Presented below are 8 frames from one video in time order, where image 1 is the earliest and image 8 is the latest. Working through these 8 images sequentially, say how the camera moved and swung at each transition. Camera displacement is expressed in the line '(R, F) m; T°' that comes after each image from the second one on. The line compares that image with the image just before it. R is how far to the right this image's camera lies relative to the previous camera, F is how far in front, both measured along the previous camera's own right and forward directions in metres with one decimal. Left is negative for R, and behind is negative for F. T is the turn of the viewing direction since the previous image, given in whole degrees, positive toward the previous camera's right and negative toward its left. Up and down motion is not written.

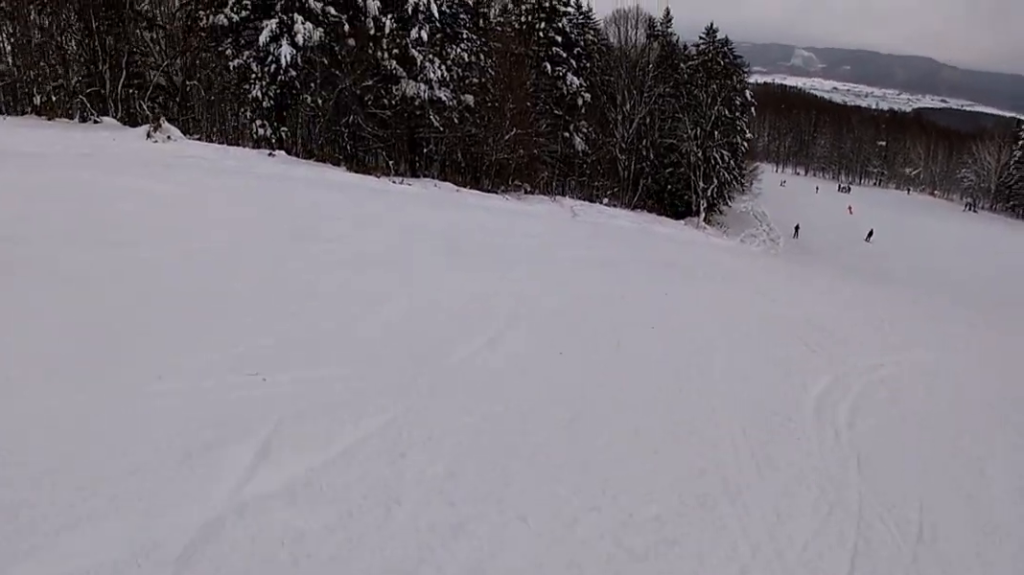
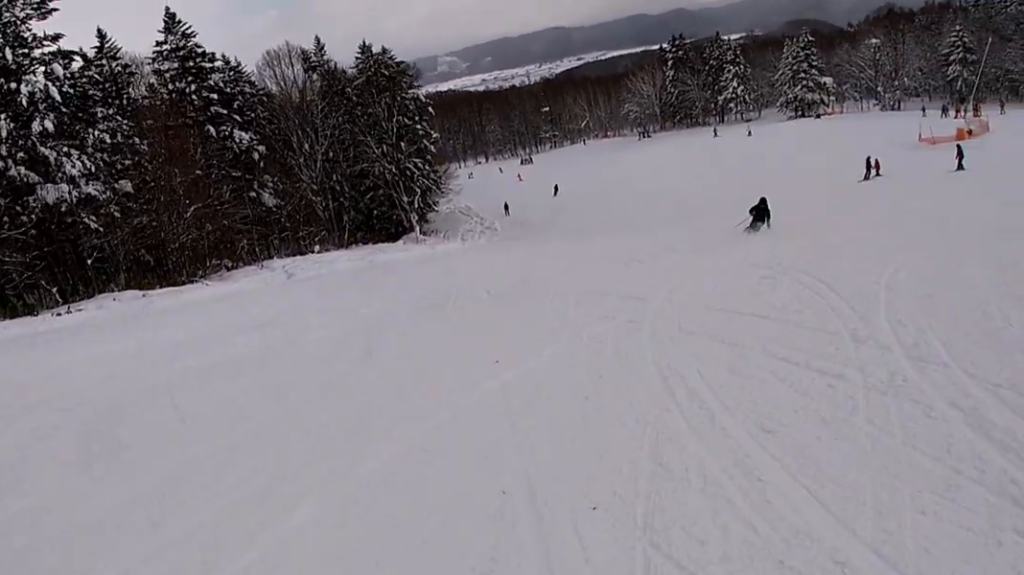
(+0.8, +5.7) m; +21°
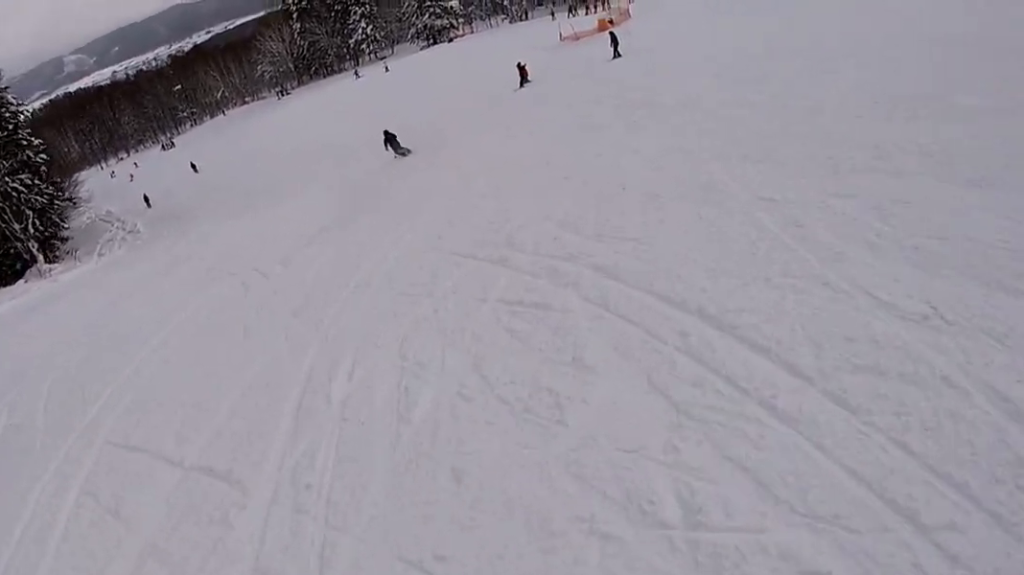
(+1.5, +5.8) m; +19°
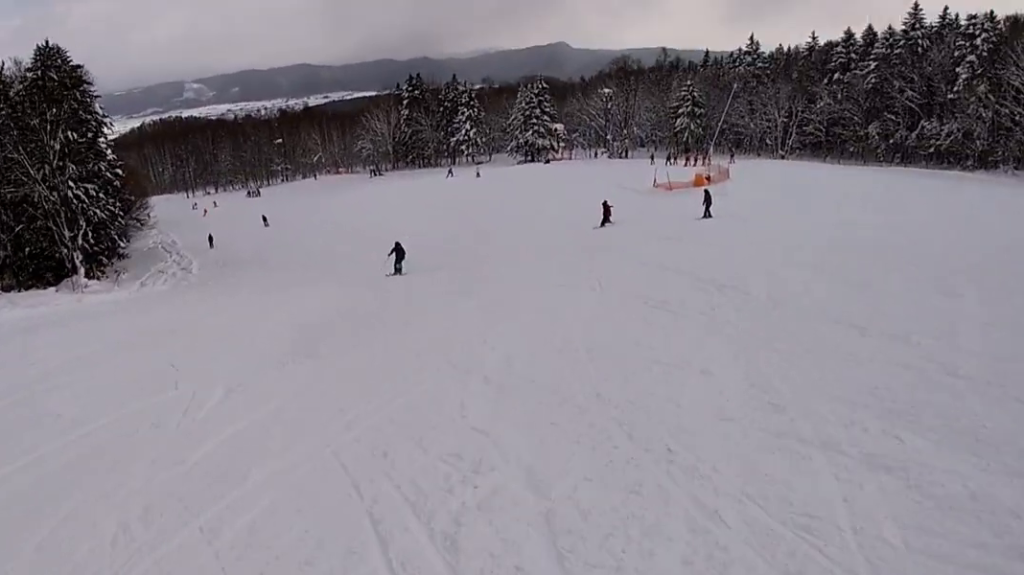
(+0.2, +2.5) m; +1°
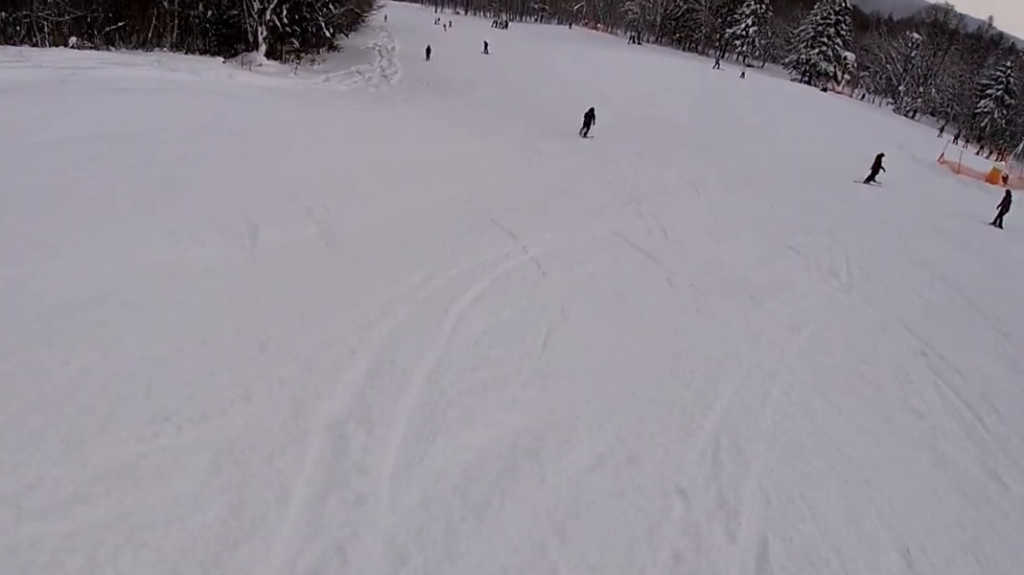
(+0.4, +4.9) m; -12°
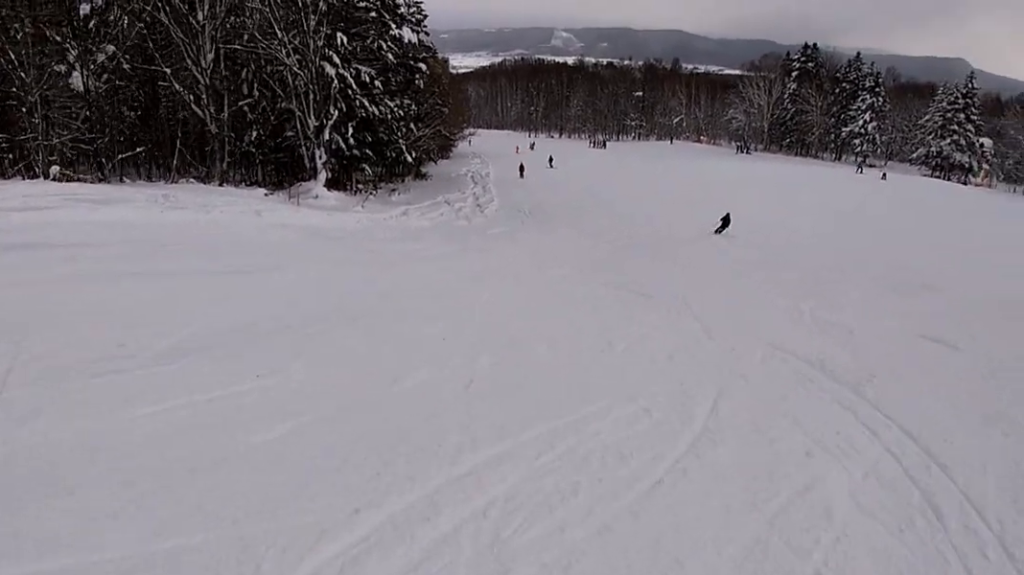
(-2.4, +9.8) m; -9°
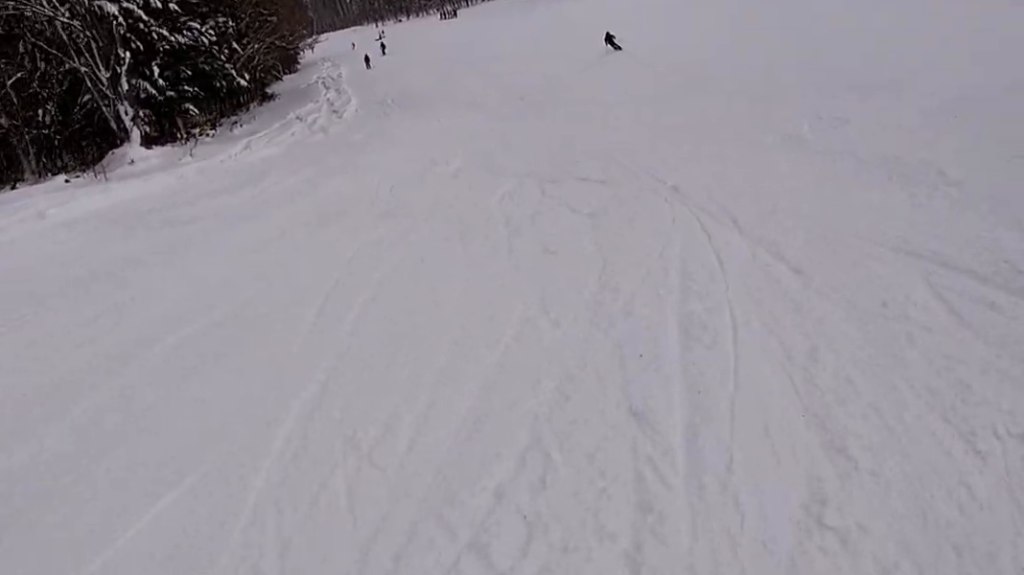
(-0.1, +4.4) m; +6°
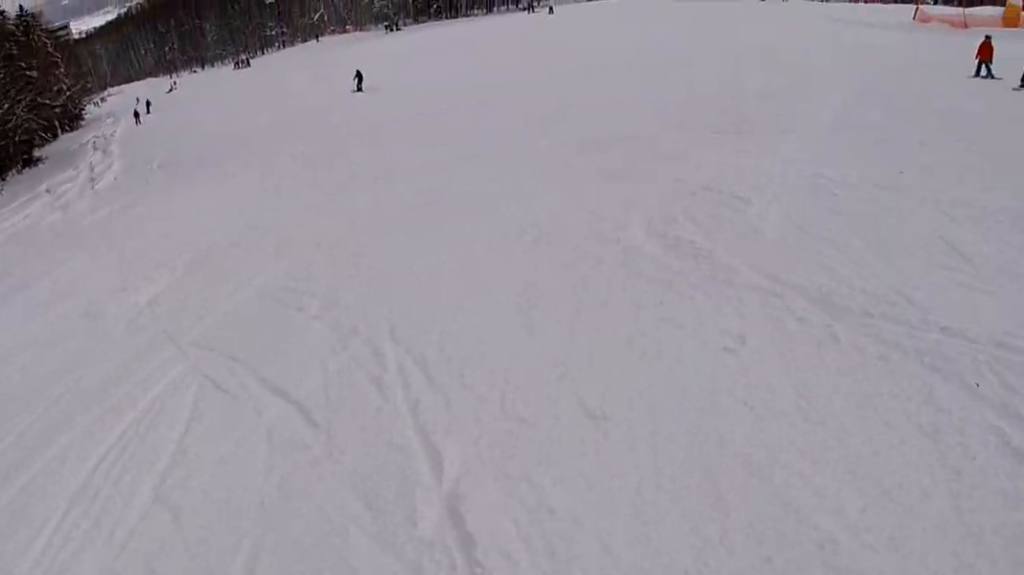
(+0.6, +5.1) m; +6°
